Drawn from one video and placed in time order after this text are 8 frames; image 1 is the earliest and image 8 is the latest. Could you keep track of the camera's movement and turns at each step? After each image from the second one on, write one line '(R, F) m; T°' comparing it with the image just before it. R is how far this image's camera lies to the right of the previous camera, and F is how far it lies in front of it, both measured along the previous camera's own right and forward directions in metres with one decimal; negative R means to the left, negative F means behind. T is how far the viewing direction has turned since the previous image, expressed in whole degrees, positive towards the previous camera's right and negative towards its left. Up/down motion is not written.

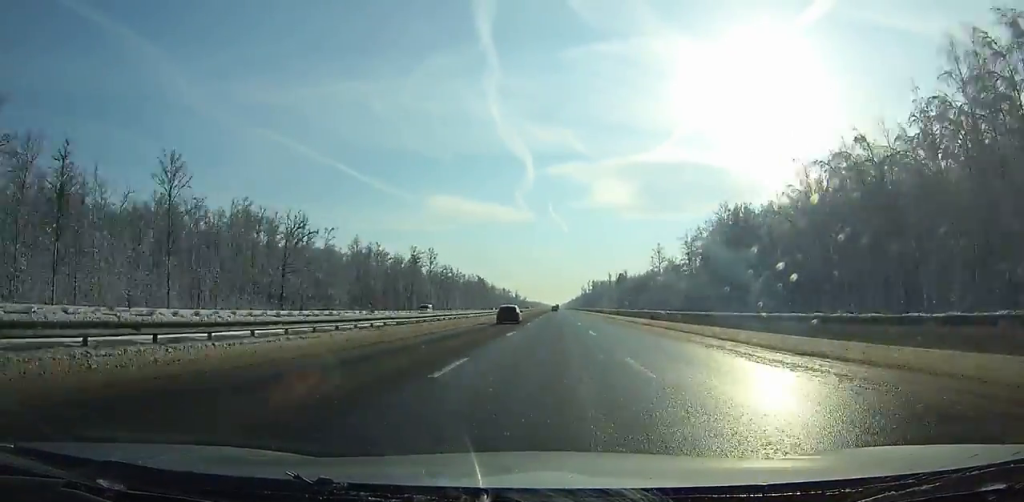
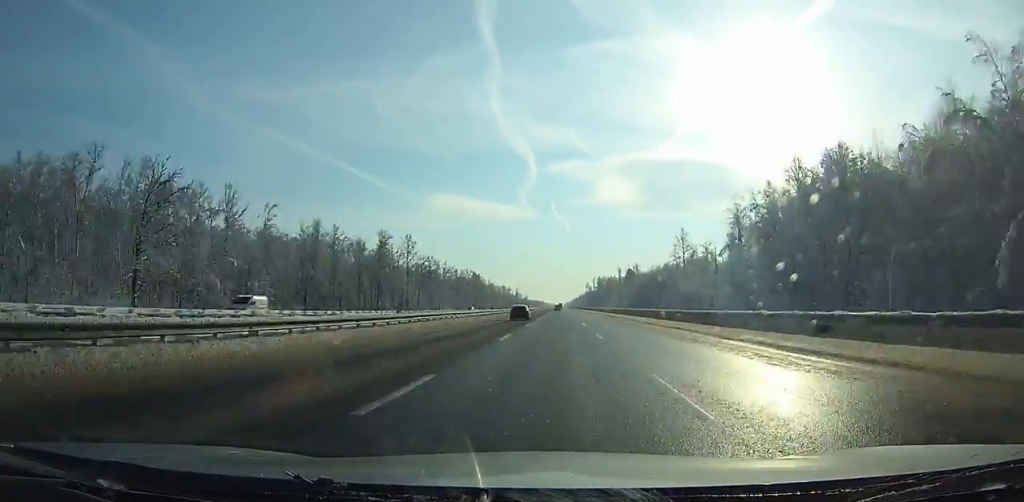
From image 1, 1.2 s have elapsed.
(0.0, +35.9) m; 0°
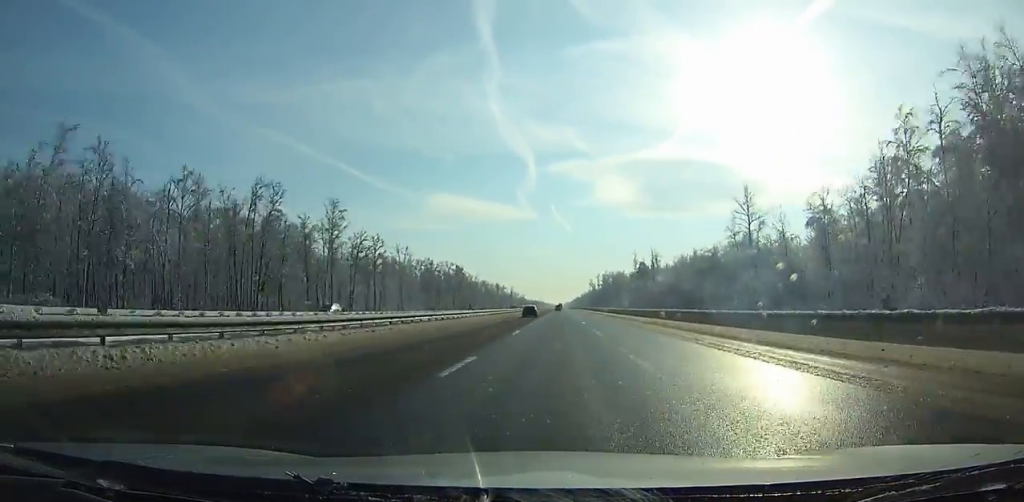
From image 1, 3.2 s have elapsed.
(-0.2, +59.7) m; 0°
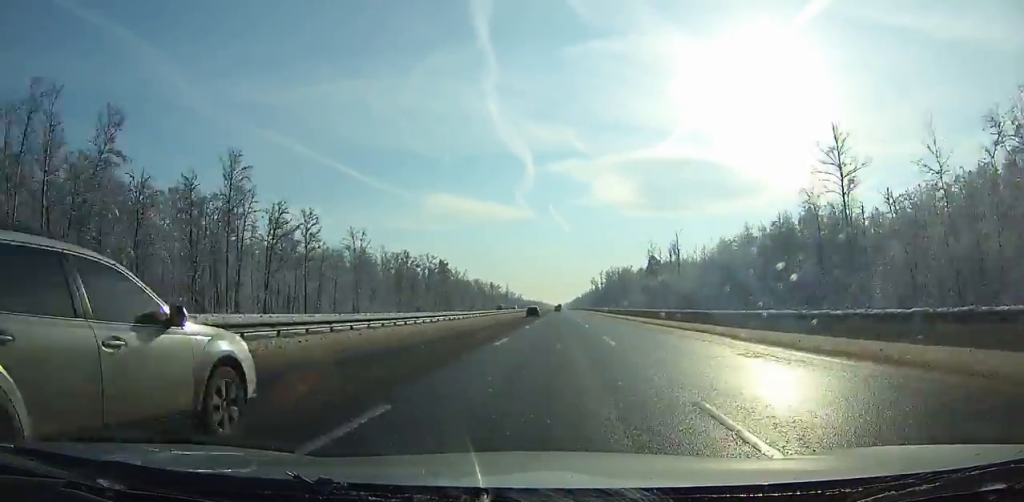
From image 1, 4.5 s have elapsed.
(0.0, +38.9) m; 0°
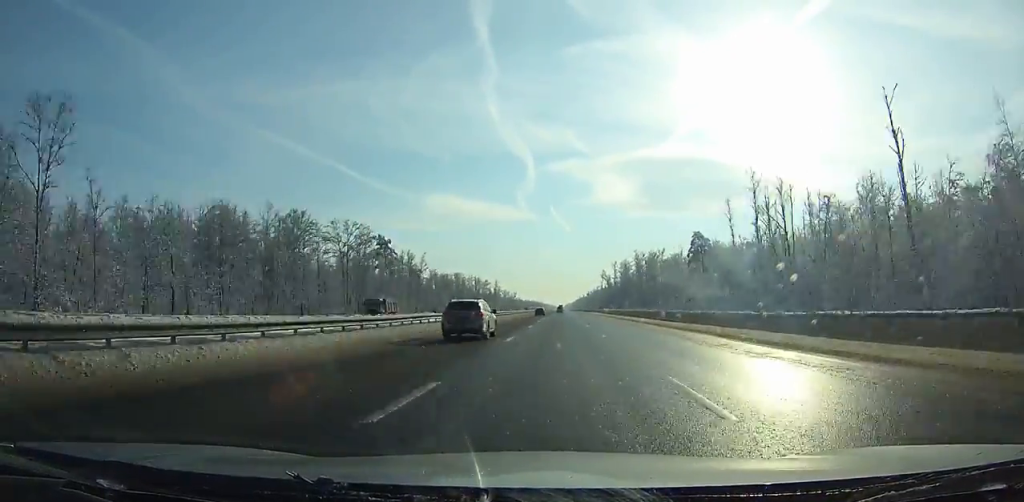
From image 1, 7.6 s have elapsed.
(+0.1, +92.7) m; 0°
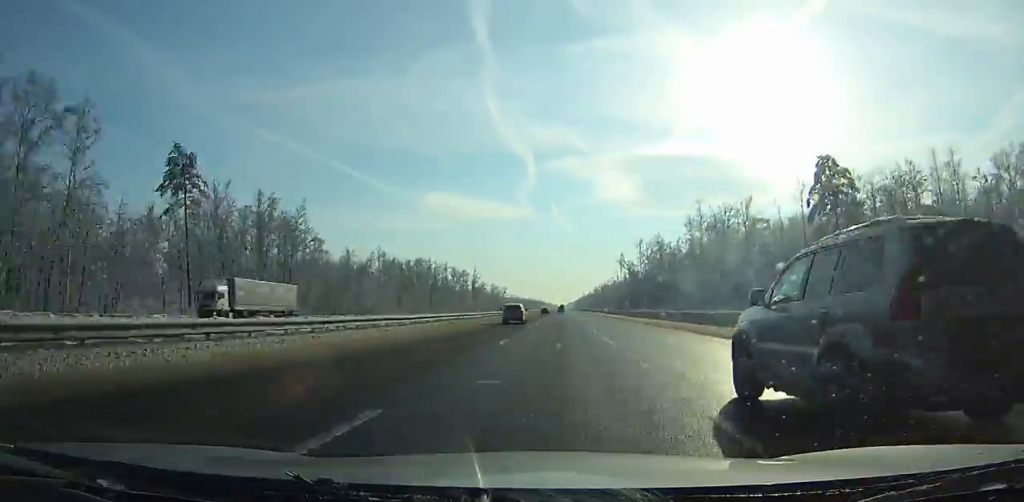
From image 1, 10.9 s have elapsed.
(+0.2, +98.8) m; 0°
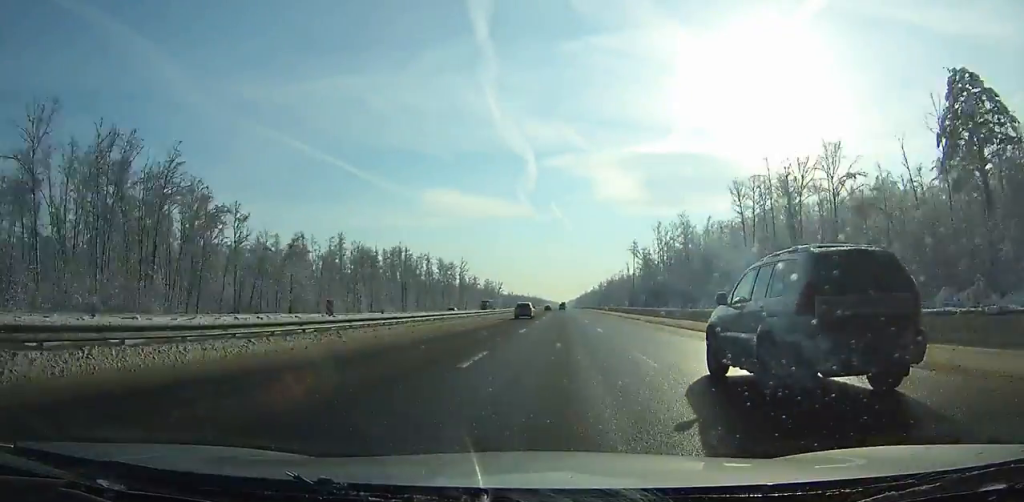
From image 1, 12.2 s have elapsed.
(-0.2, +38.9) m; 0°
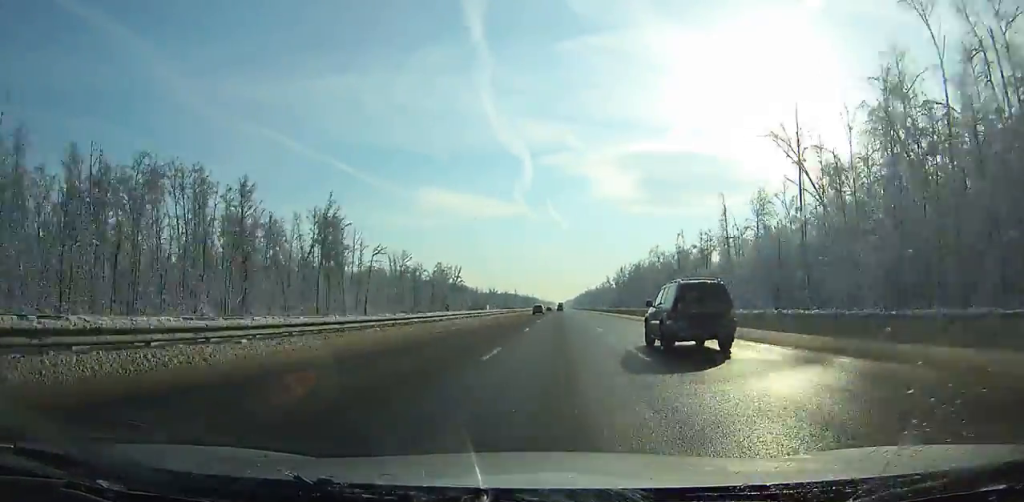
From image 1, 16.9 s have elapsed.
(+0.4, +140.2) m; 0°
